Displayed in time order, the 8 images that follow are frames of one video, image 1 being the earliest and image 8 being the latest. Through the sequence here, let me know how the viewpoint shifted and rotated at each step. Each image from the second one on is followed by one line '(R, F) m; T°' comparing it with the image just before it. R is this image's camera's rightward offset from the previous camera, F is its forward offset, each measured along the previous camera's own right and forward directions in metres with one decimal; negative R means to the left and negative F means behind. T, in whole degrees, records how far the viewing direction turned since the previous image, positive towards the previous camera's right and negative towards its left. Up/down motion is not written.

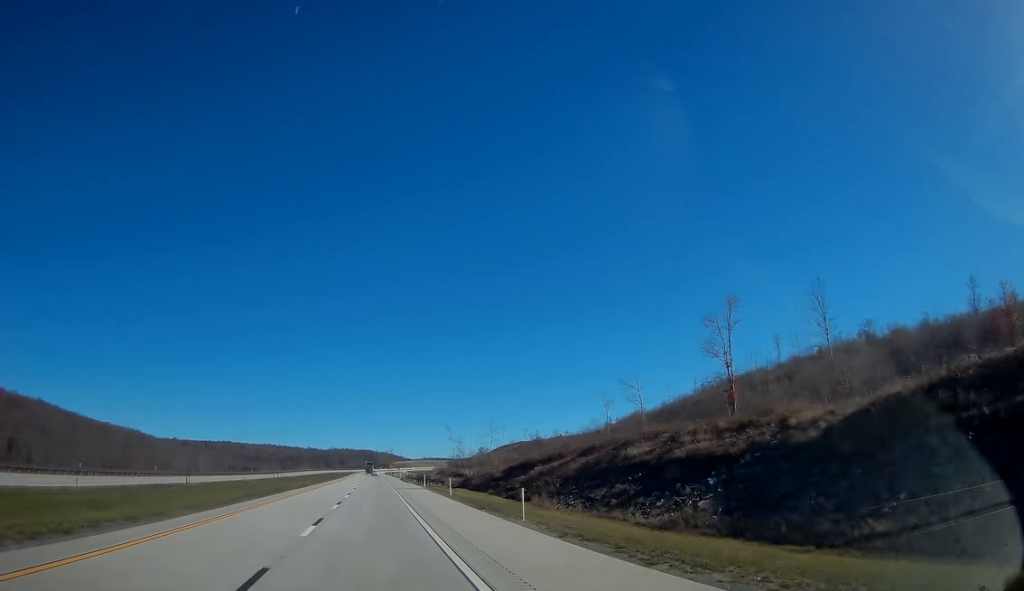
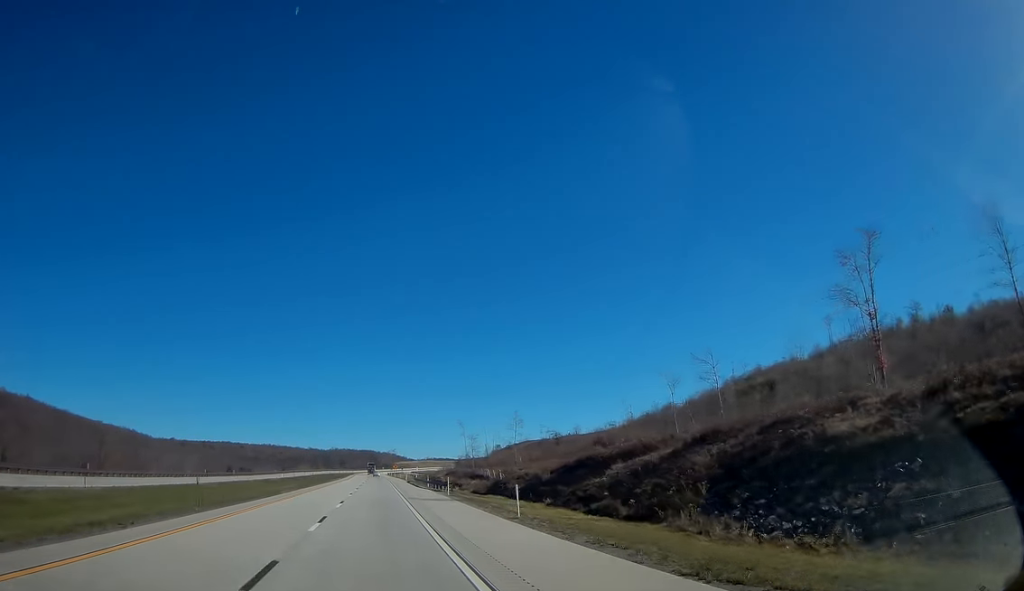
(-0.2, +23.1) m; -1°
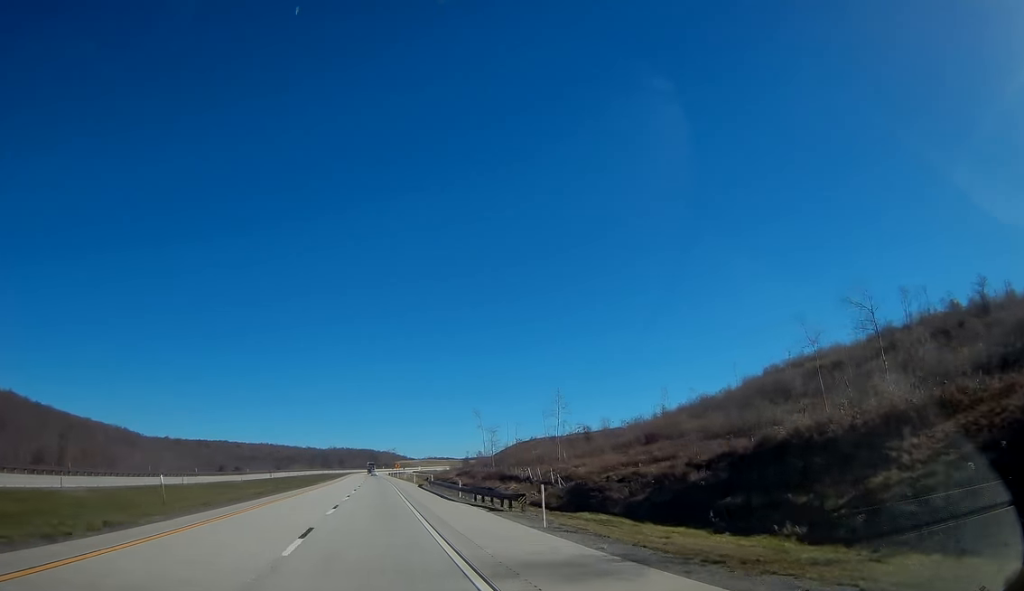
(-0.2, +29.2) m; 0°
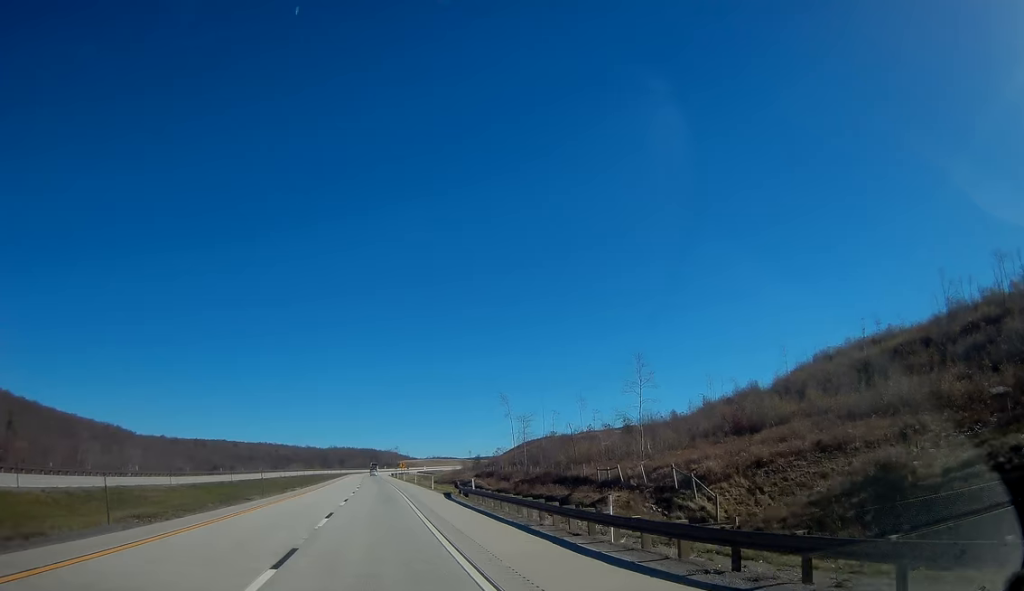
(+0.2, +29.2) m; 0°
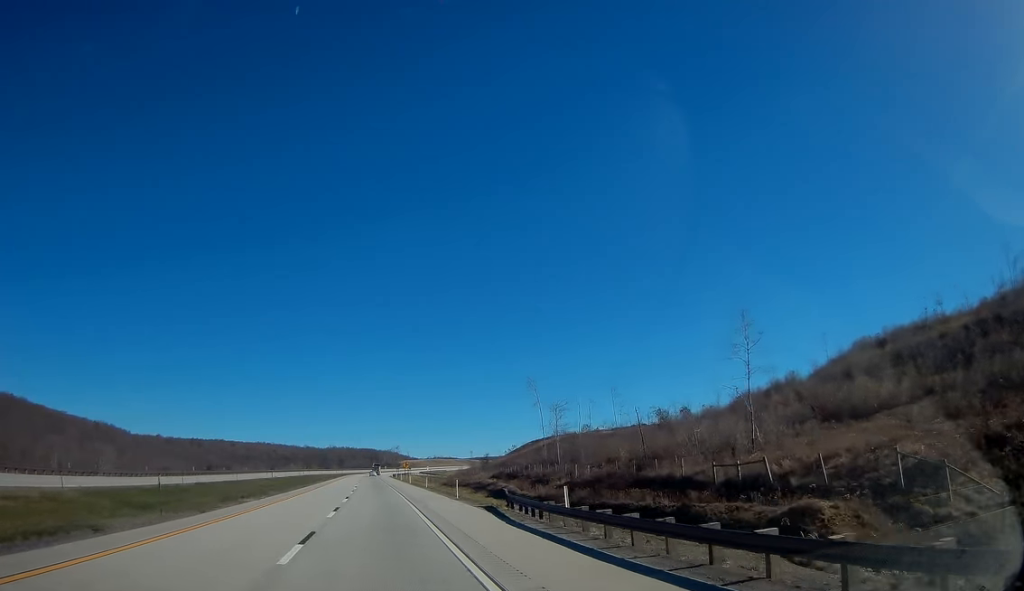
(+0.1, +20.2) m; 0°
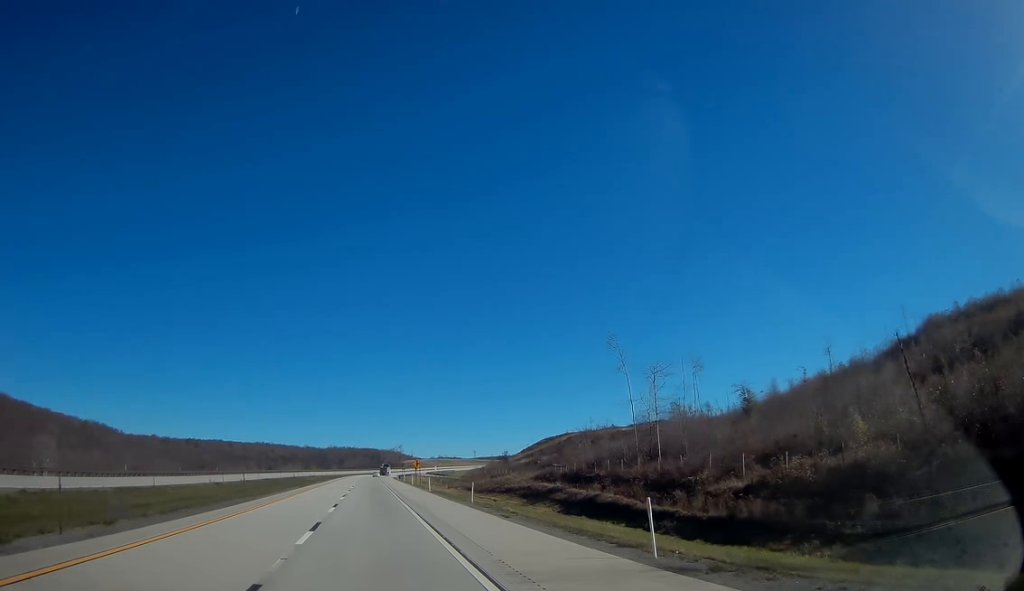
(-0.2, +32.3) m; -1°
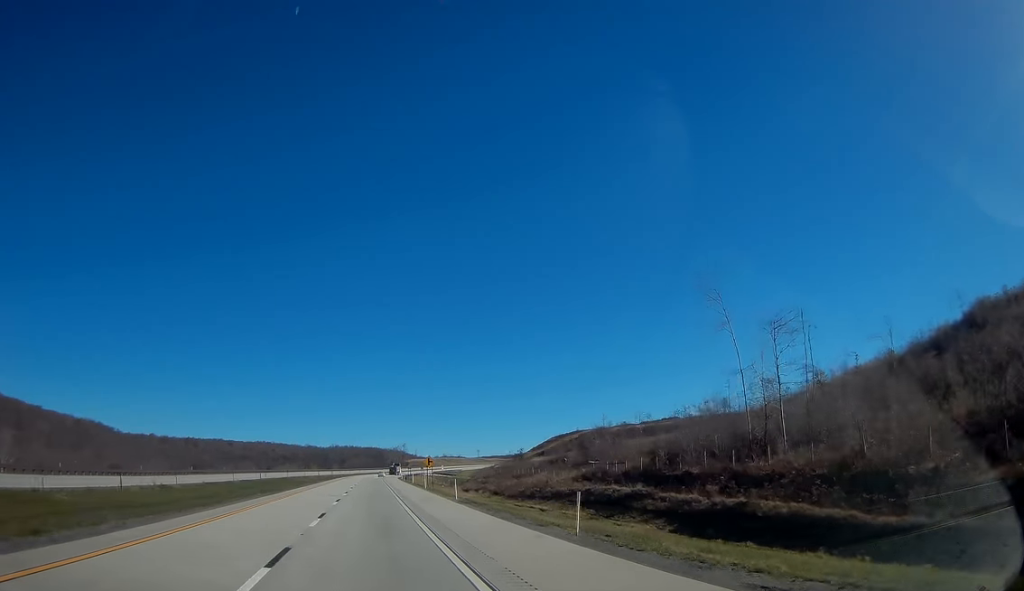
(0.0, +19.2) m; 0°
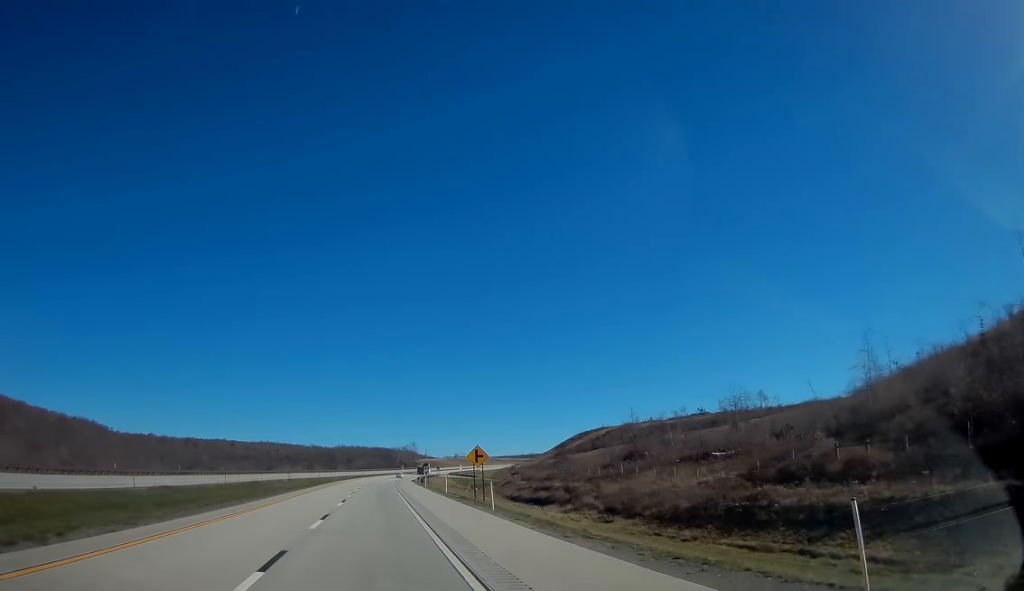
(0.0, +36.3) m; 0°
